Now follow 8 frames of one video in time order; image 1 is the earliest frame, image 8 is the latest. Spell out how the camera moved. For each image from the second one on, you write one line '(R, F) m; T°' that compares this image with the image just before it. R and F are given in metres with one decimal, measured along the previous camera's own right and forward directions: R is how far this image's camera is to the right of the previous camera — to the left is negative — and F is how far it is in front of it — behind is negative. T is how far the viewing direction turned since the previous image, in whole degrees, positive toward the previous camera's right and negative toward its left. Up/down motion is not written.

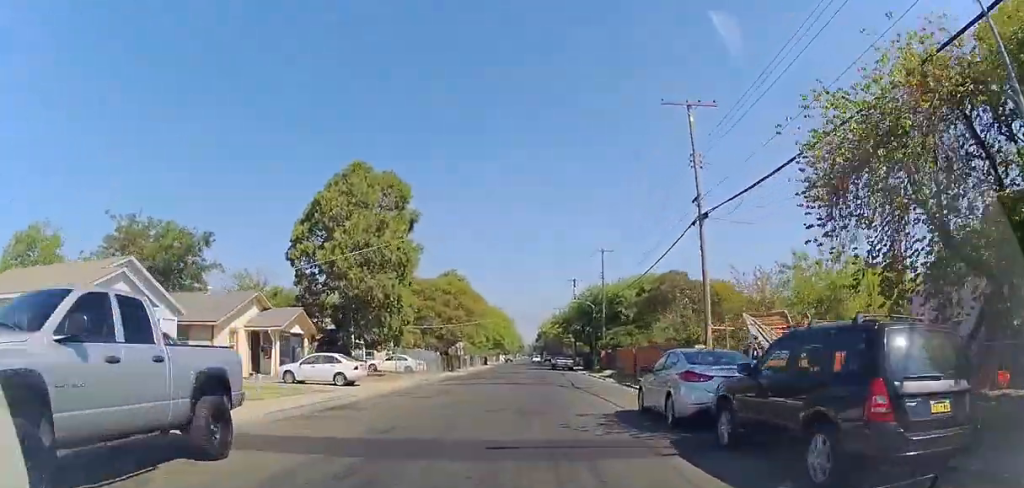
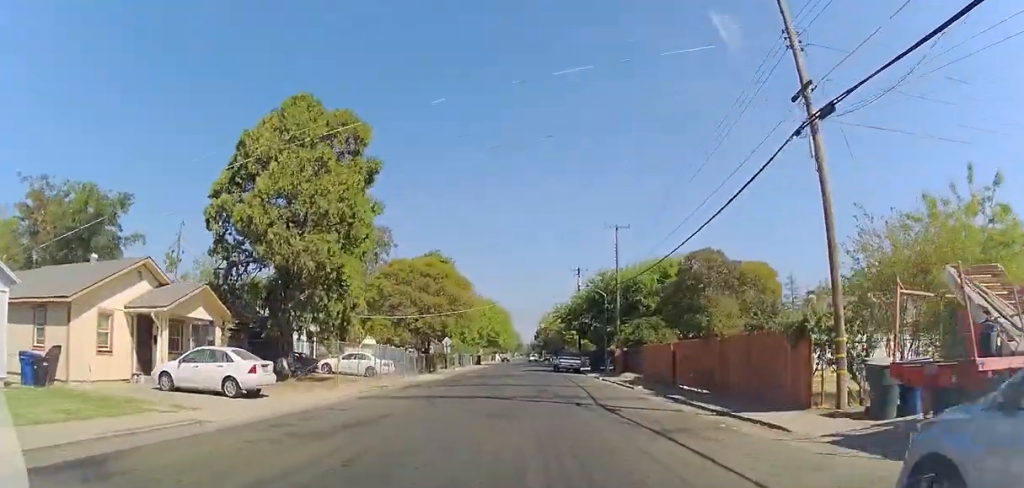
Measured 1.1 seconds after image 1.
(0.0, +9.5) m; 0°
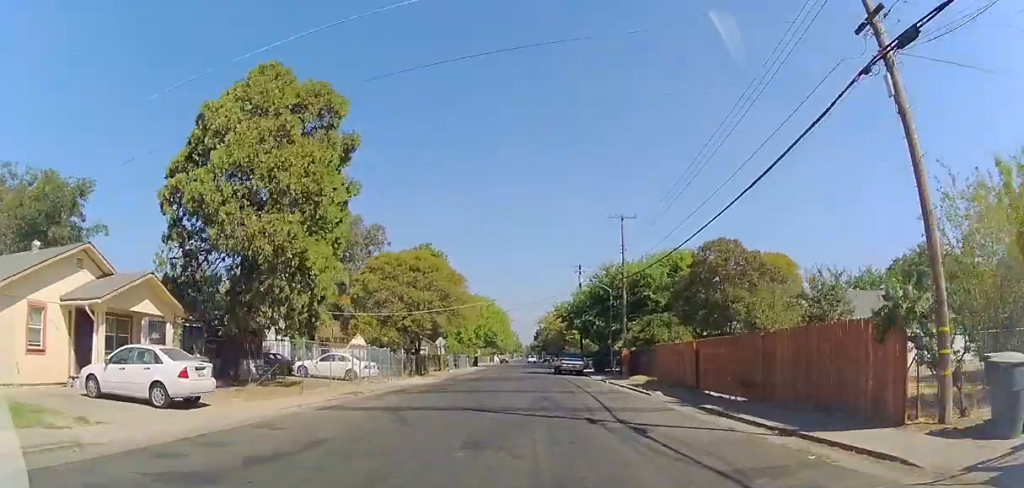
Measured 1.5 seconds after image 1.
(0.0, +3.6) m; 0°
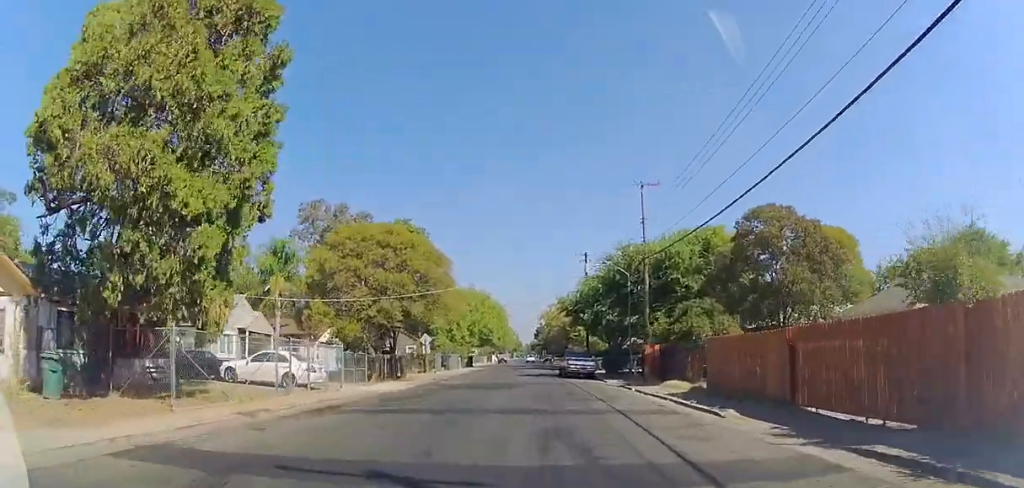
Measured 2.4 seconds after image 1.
(0.0, +7.8) m; 0°
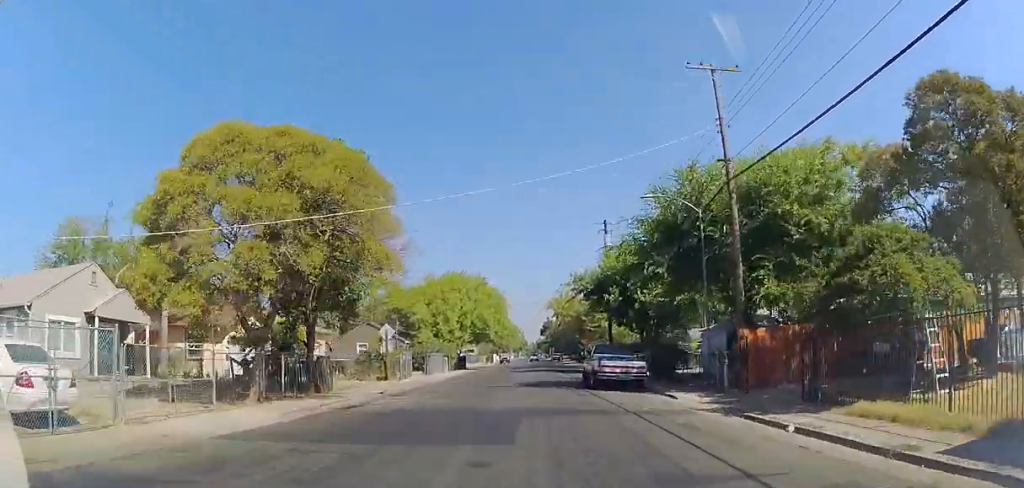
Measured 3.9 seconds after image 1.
(0.0, +14.4) m; 0°
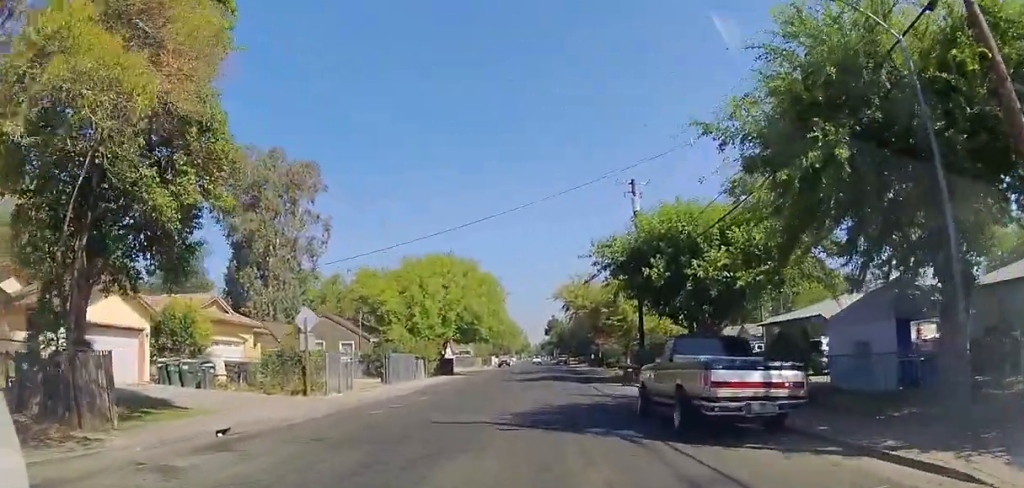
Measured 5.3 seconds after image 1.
(0.0, +12.5) m; 0°
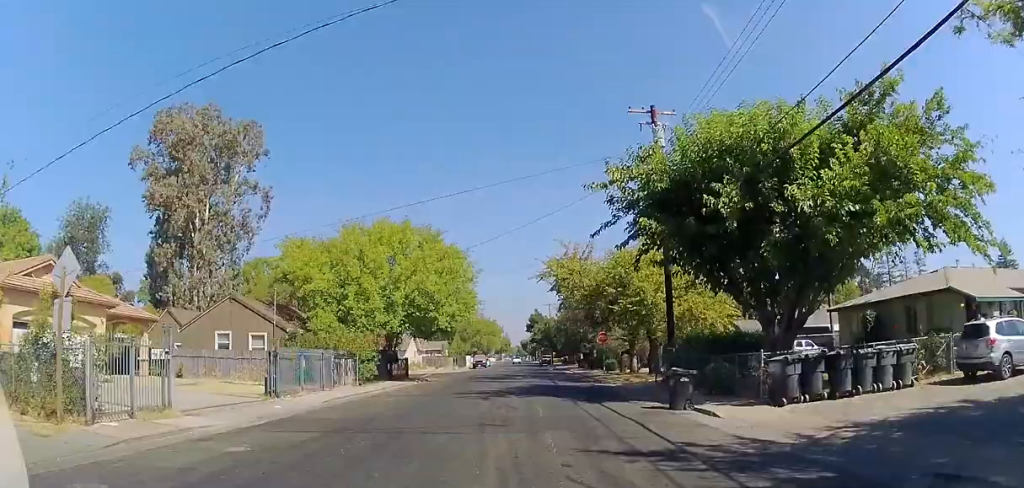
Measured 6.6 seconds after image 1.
(0.0, +11.8) m; 0°
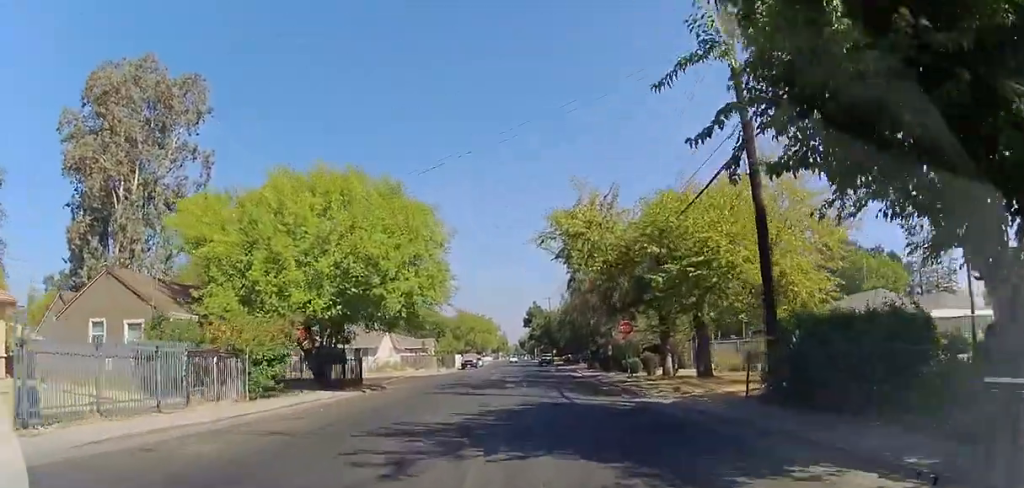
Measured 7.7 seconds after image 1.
(0.0, +11.0) m; 0°
